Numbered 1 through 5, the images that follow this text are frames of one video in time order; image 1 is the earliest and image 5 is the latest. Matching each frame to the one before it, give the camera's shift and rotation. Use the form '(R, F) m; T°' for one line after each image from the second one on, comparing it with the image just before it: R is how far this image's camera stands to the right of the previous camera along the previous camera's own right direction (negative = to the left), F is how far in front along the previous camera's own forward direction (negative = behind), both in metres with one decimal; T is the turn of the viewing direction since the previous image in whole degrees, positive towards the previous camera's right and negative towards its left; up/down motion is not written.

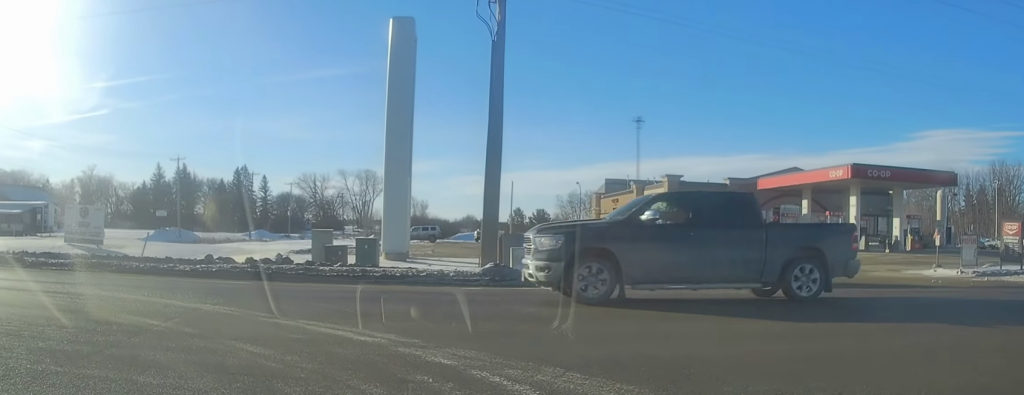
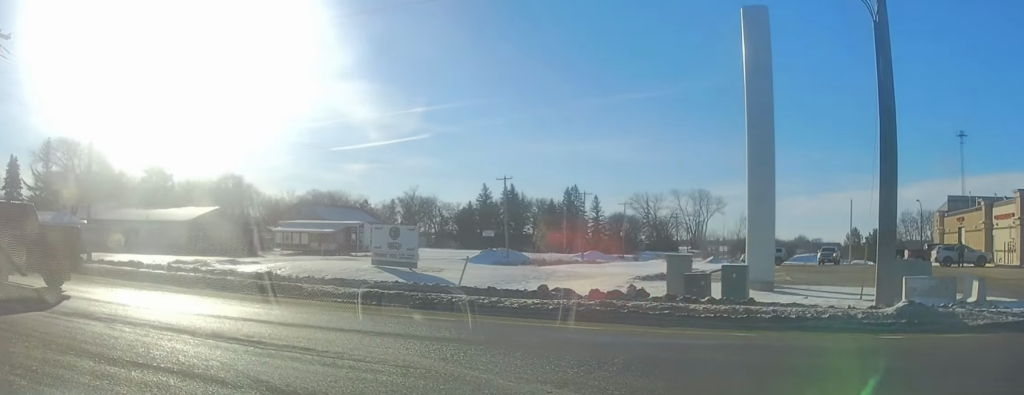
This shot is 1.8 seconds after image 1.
(-2.2, +4.5) m; -35°
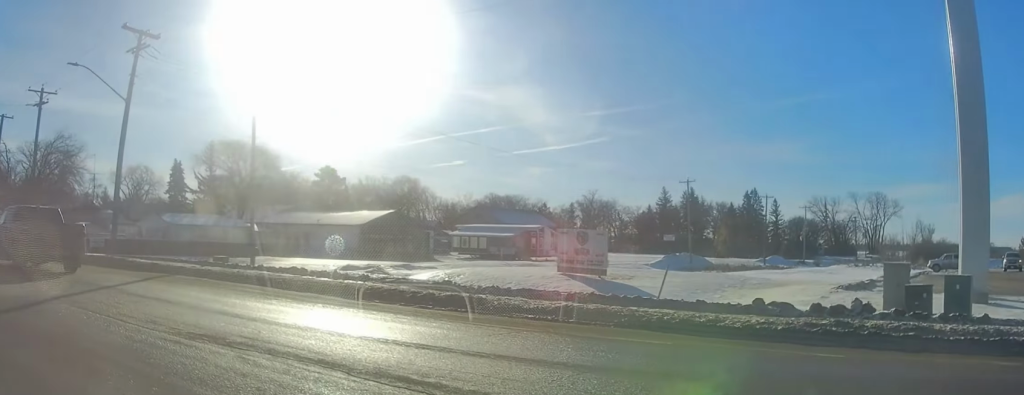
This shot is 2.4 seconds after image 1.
(-0.1, +1.9) m; -8°
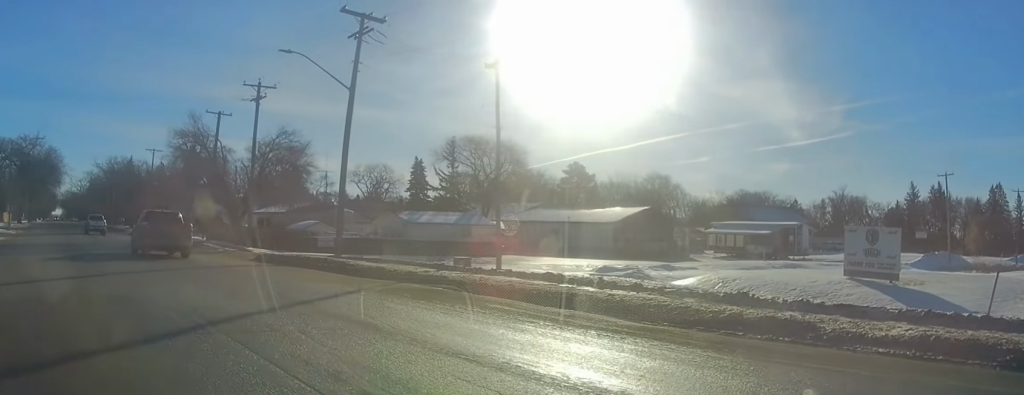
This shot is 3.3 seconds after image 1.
(-0.4, +3.4) m; -14°
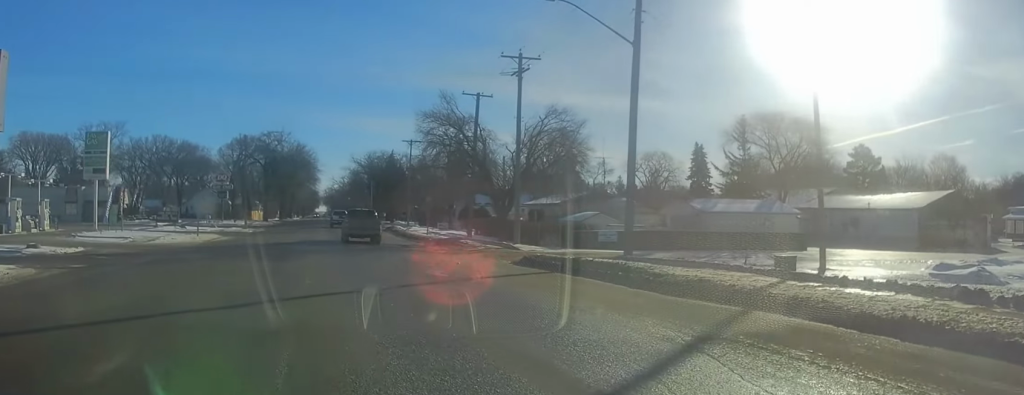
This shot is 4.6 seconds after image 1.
(-1.4, +6.5) m; -22°
